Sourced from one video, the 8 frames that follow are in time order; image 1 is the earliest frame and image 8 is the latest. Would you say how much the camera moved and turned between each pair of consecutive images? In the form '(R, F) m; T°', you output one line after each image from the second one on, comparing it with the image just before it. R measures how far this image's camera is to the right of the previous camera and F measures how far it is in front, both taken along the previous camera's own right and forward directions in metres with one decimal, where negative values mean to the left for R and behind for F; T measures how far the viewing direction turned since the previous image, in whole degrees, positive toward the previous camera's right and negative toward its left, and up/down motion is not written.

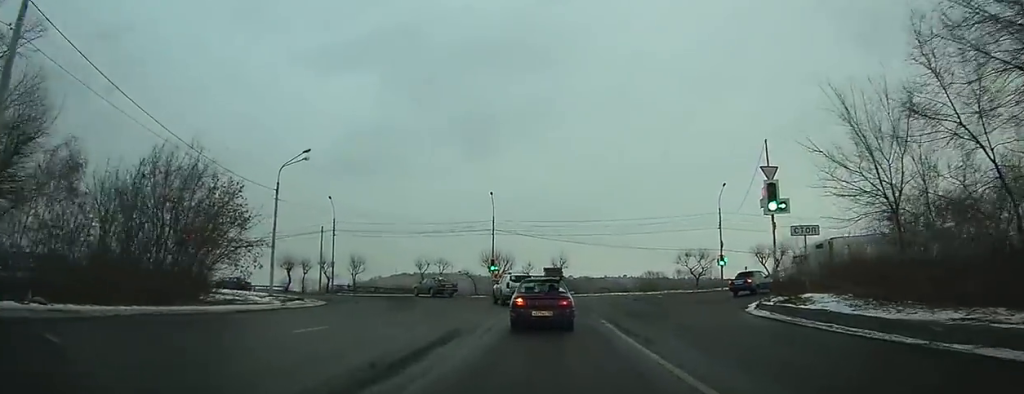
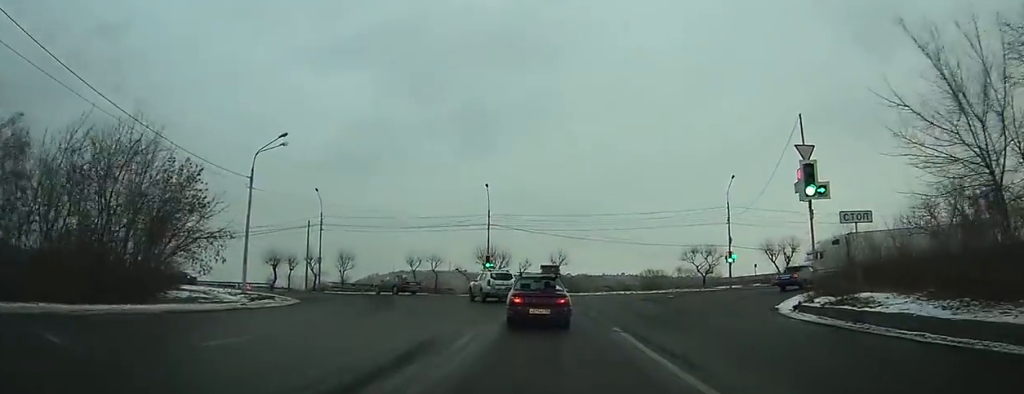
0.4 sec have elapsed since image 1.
(+0.1, +3.6) m; 0°
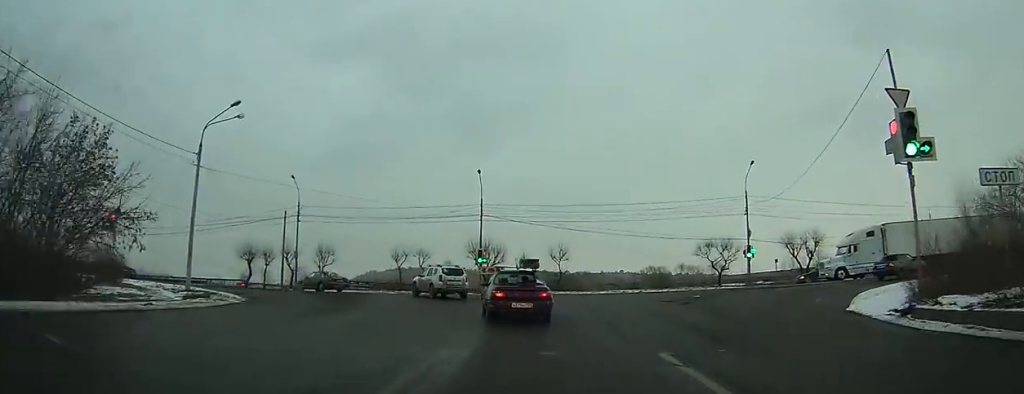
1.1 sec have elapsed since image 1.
(-0.1, +6.0) m; -1°
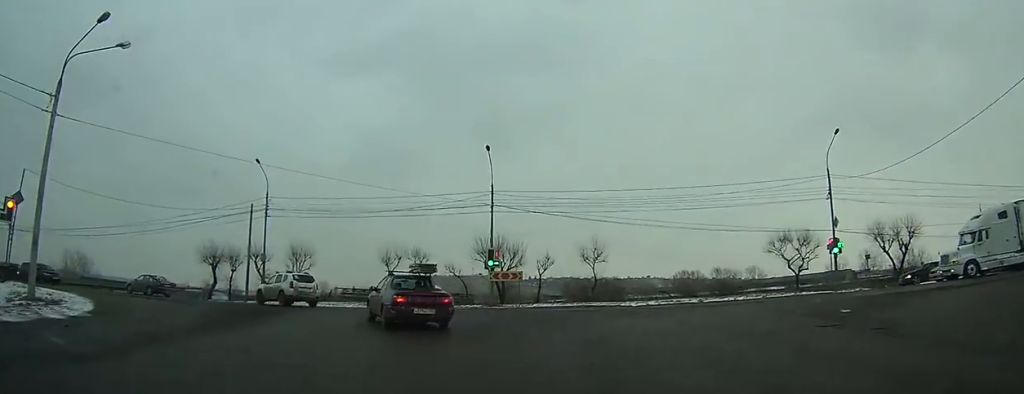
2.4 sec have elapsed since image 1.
(-0.2, +12.2) m; -3°
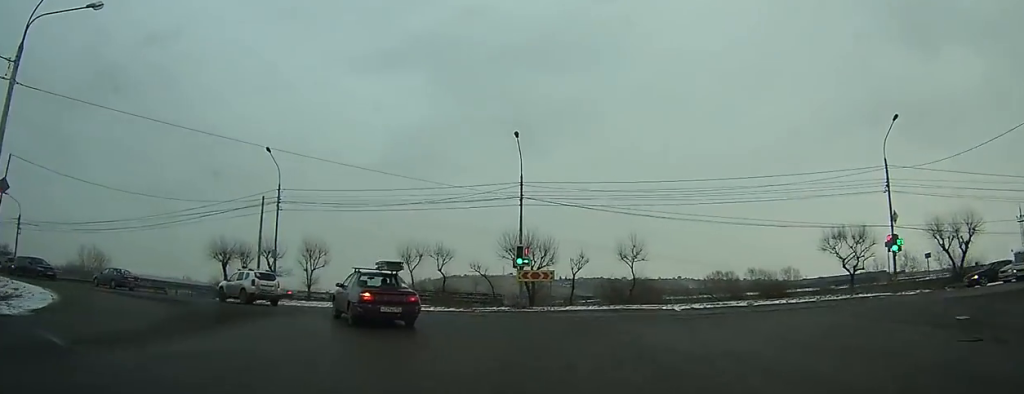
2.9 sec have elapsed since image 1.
(-0.1, +3.8) m; -3°
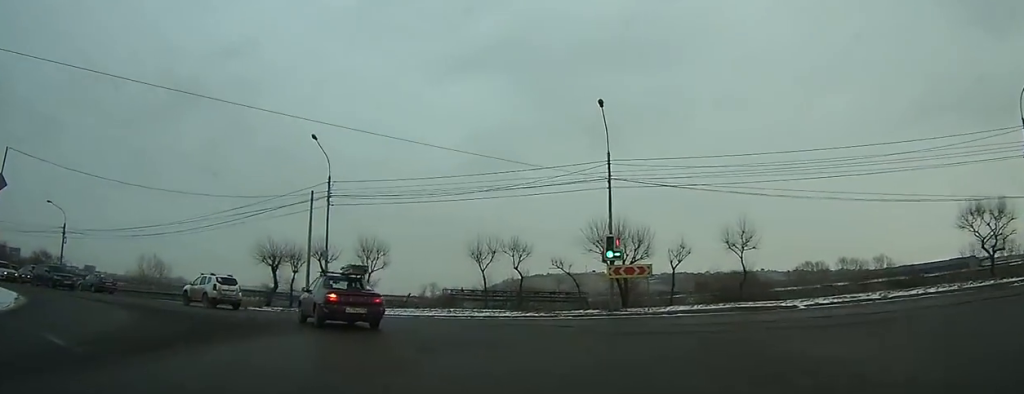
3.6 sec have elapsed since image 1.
(-0.1, +6.4) m; -6°
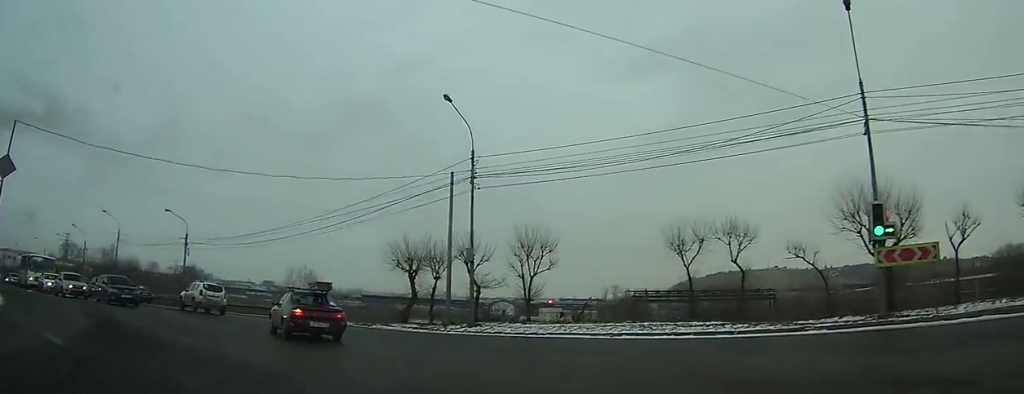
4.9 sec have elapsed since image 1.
(-1.6, +10.8) m; -17°
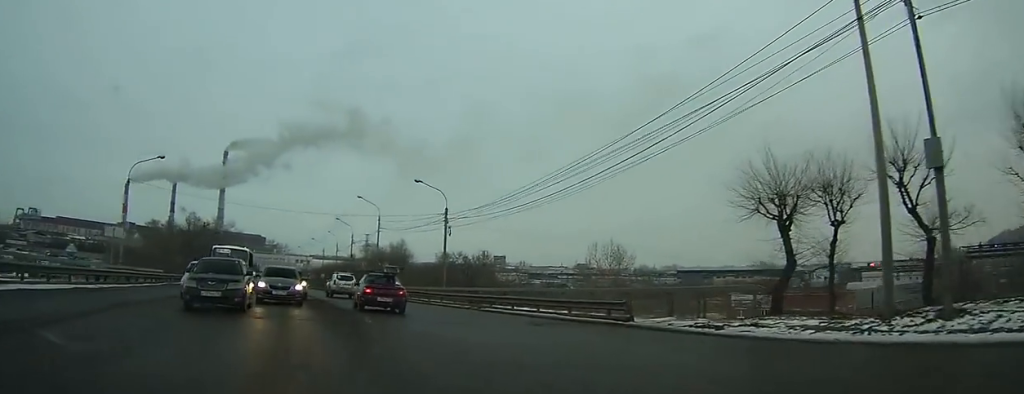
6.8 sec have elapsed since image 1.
(-4.5, +16.1) m; -36°
